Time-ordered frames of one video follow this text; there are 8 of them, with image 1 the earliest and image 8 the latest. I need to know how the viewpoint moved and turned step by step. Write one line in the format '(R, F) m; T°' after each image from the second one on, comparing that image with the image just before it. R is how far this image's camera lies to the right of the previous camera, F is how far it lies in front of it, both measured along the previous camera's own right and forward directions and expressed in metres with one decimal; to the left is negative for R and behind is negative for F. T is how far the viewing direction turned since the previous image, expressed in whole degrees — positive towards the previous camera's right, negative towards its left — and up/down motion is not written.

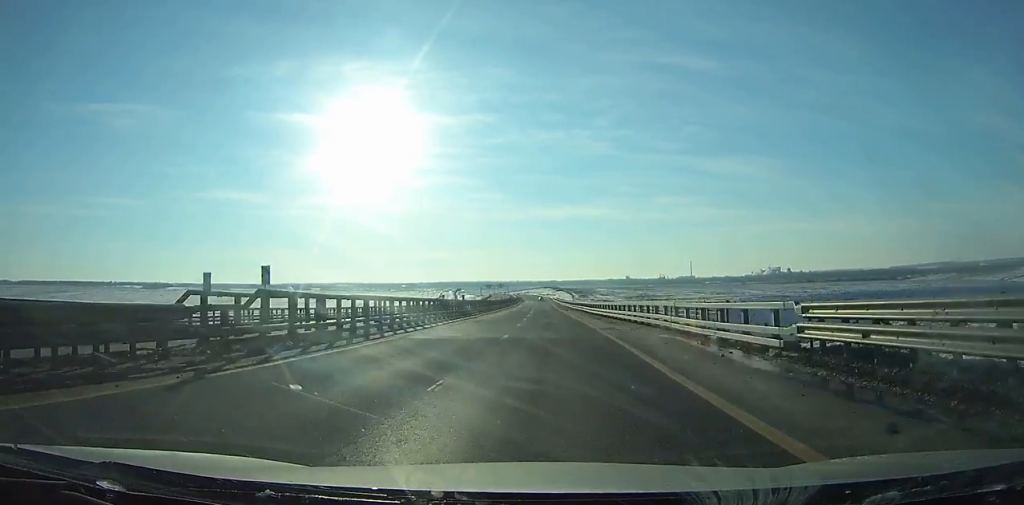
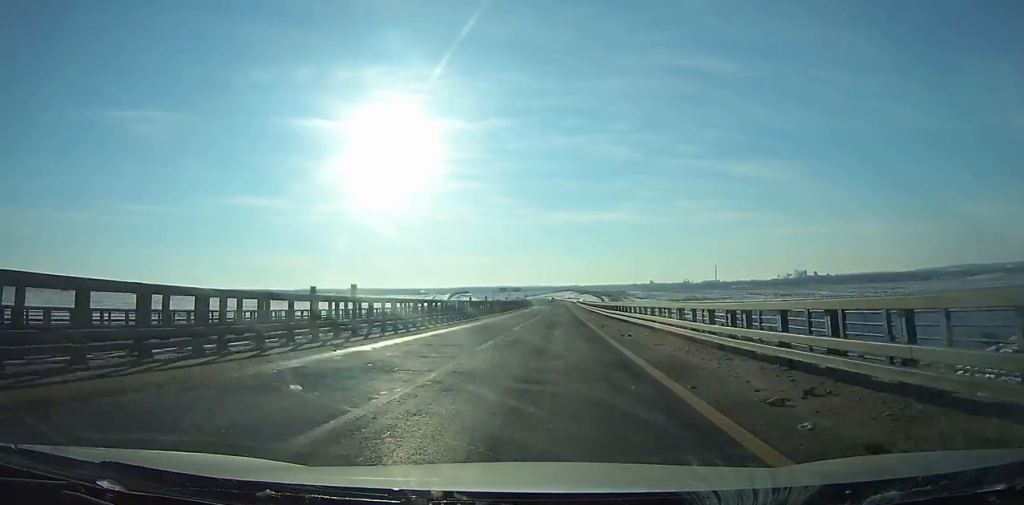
(-1.8, +72.5) m; -1°
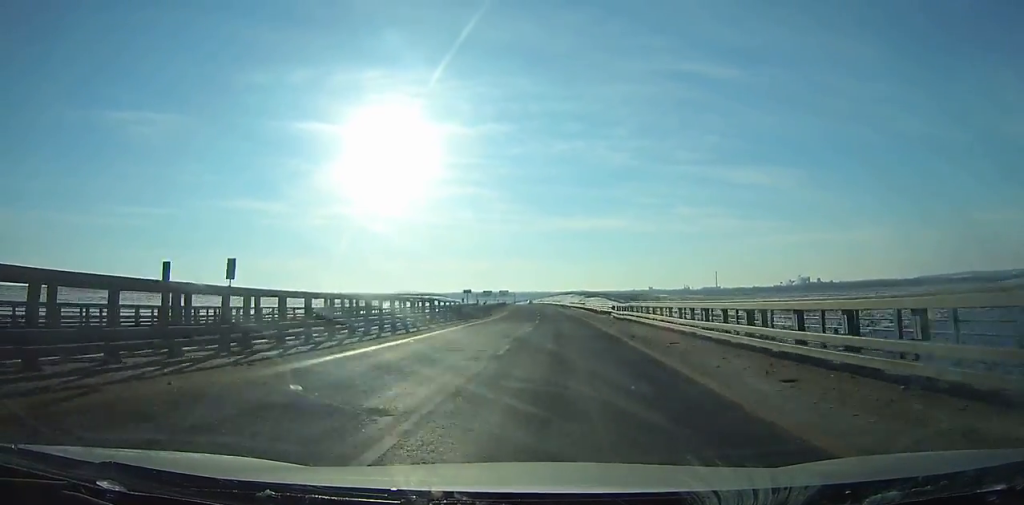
(-1.0, +96.0) m; -2°
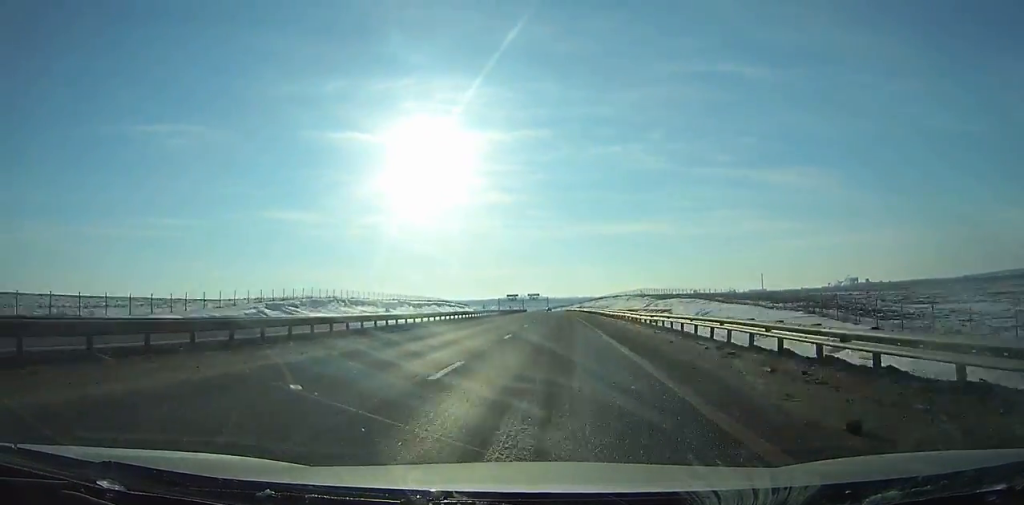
(-1.7, +97.2) m; -2°
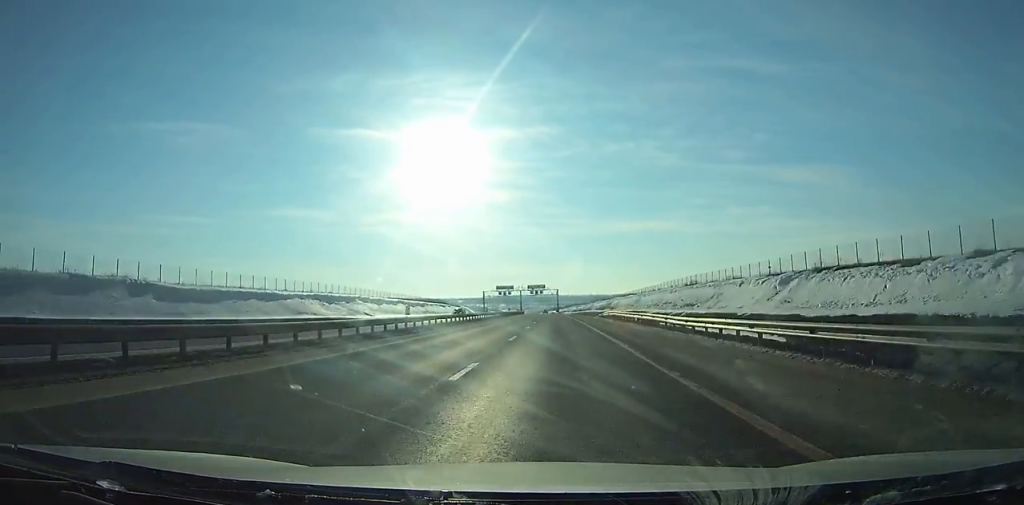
(-2.4, +120.9) m; -2°
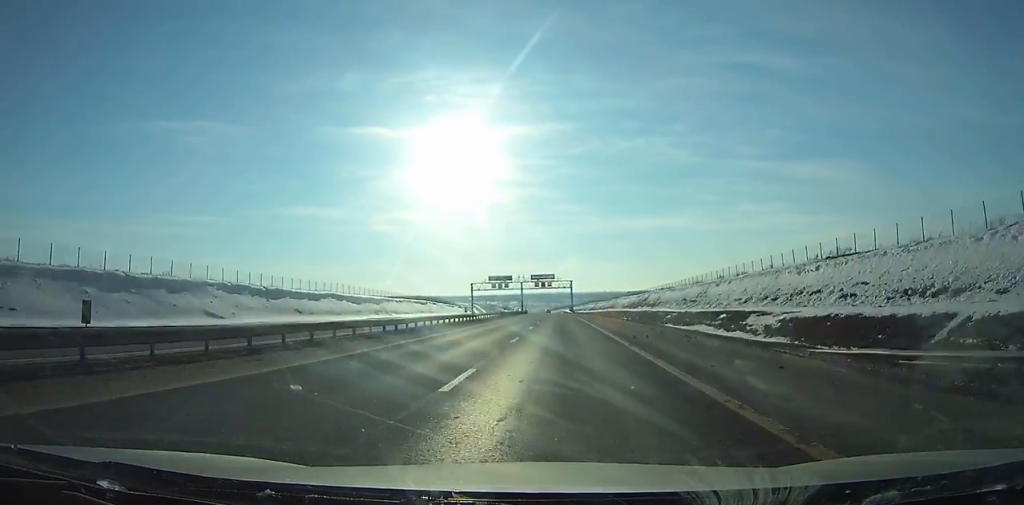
(-0.6, +61.0) m; -1°
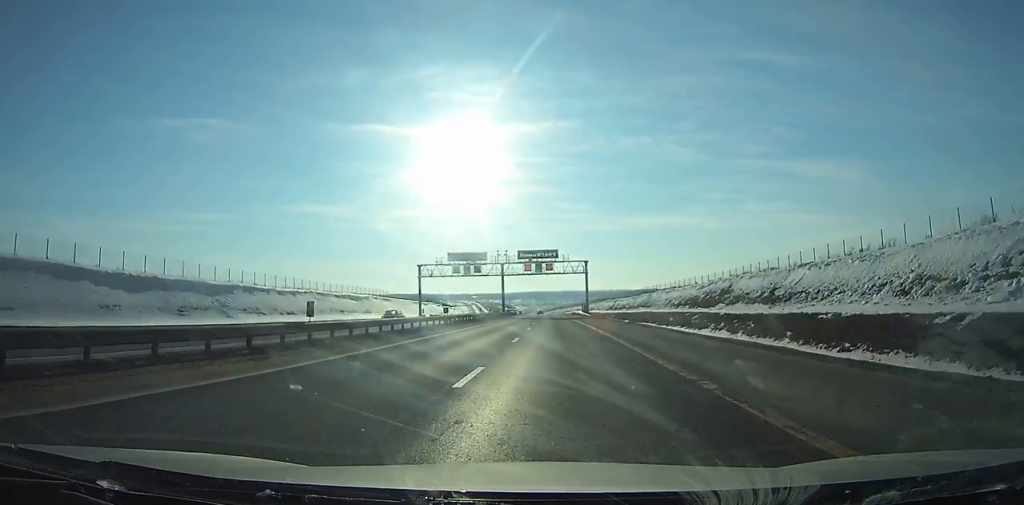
(-0.5, +70.4) m; -1°
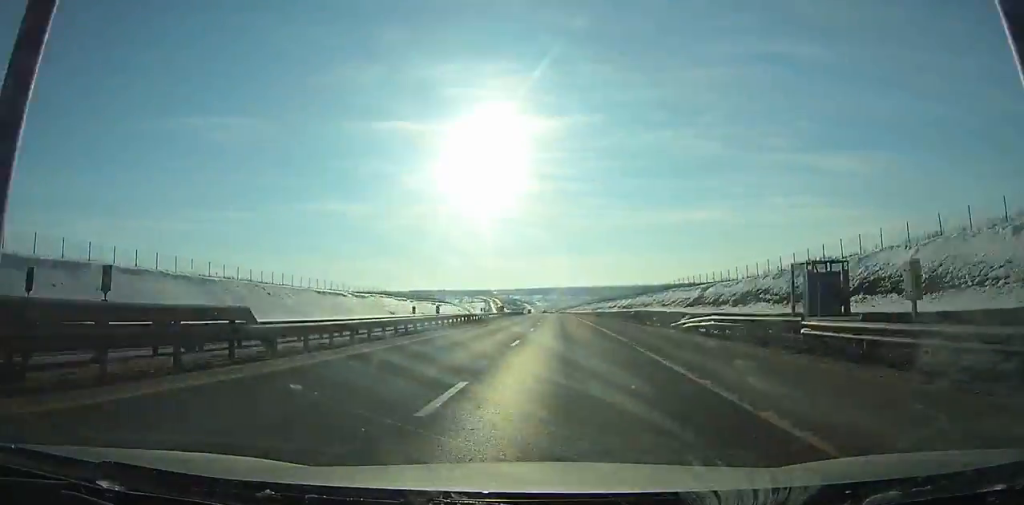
(-1.7, +99.2) m; -2°
